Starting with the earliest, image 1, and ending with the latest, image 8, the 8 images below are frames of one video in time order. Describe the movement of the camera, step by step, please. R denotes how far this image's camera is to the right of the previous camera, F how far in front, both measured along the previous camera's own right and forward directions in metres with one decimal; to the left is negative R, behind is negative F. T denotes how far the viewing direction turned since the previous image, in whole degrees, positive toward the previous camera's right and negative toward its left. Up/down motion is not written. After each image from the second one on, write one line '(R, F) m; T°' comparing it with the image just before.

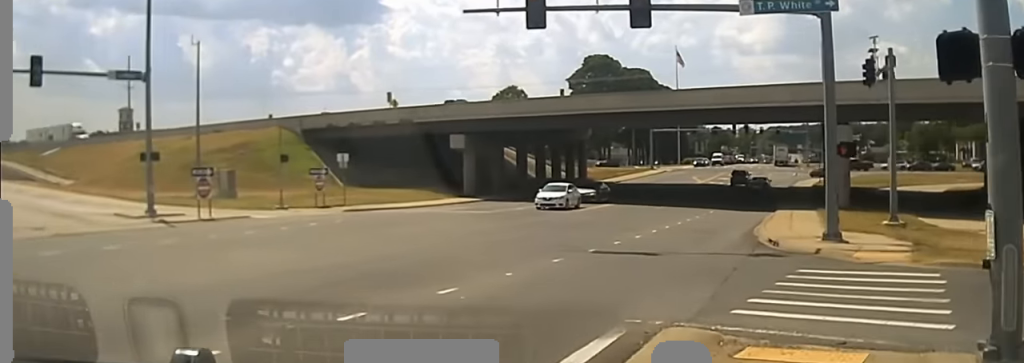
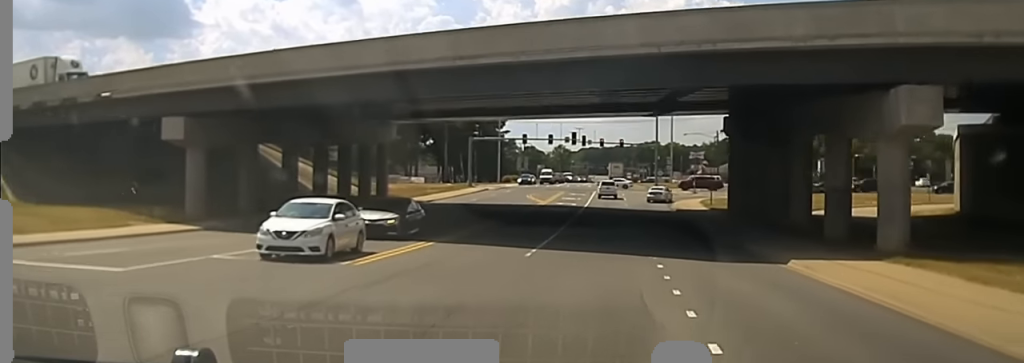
(+1.5, +25.2) m; +3°
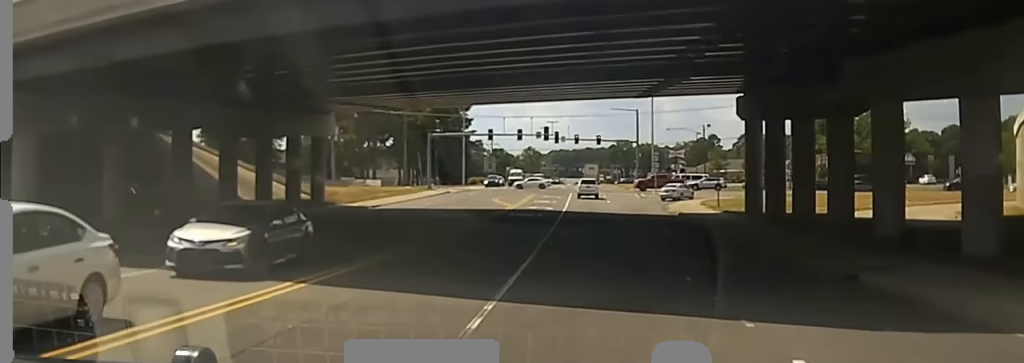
(0.0, +10.1) m; +2°
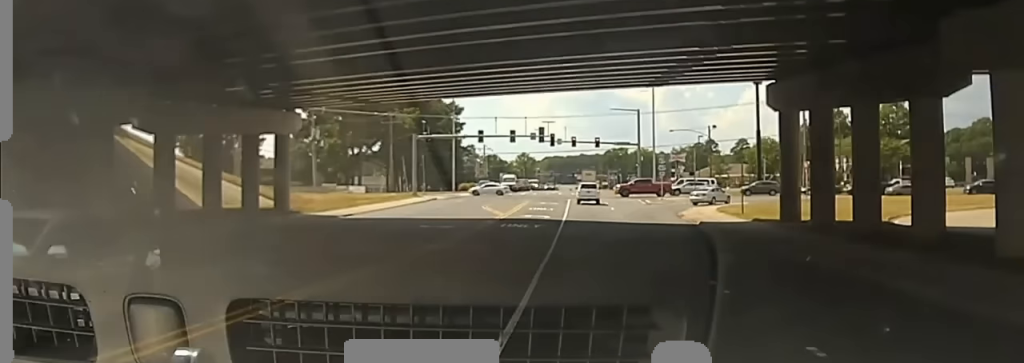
(0.0, +5.9) m; +2°
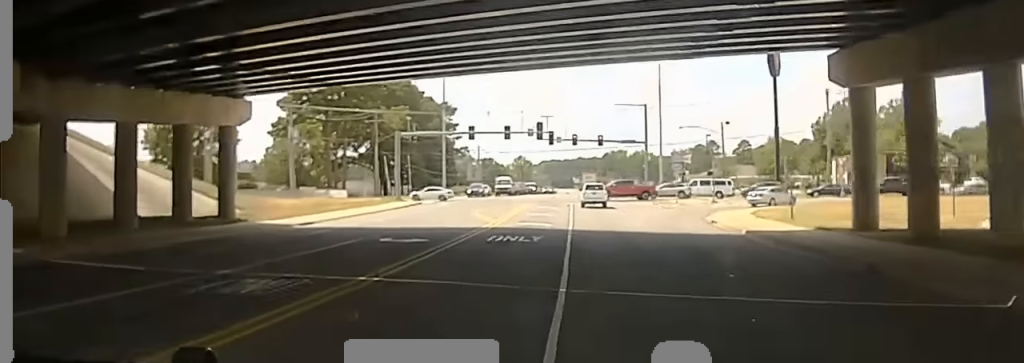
(+0.1, +8.4) m; +2°
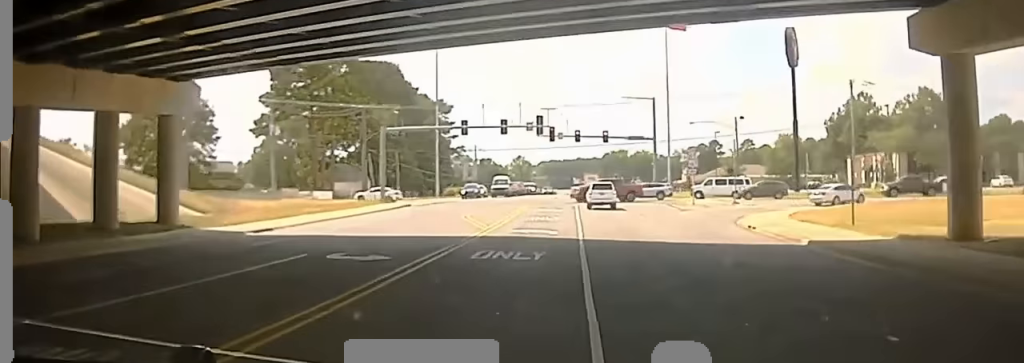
(+0.3, +7.3) m; +1°
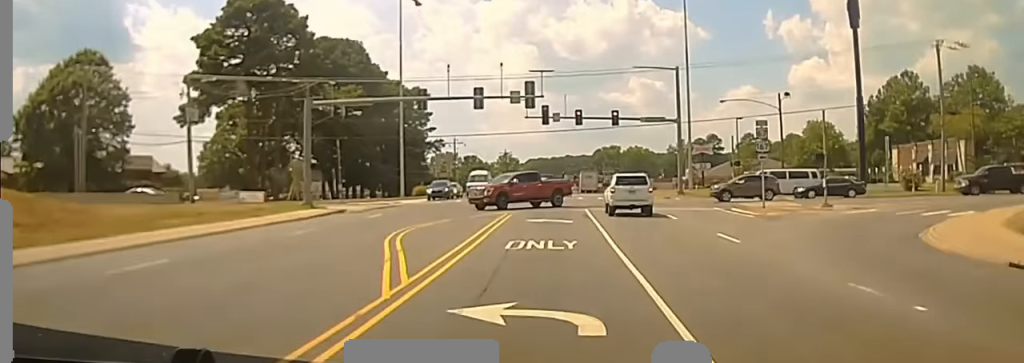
(0.0, +20.9) m; 0°
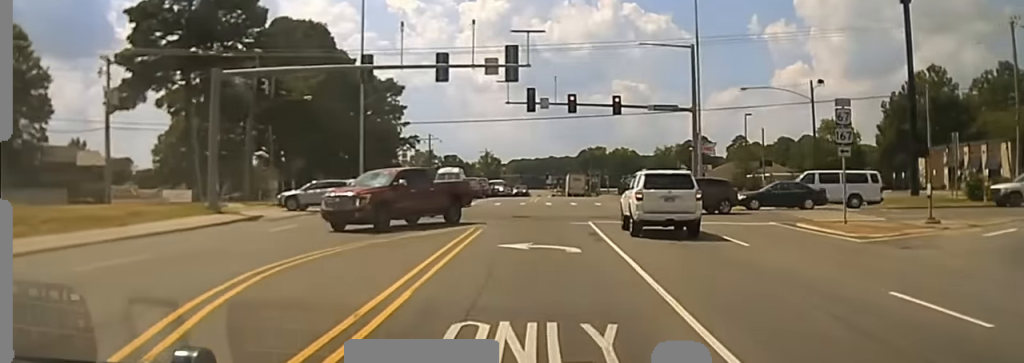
(-0.1, +15.0) m; +1°
